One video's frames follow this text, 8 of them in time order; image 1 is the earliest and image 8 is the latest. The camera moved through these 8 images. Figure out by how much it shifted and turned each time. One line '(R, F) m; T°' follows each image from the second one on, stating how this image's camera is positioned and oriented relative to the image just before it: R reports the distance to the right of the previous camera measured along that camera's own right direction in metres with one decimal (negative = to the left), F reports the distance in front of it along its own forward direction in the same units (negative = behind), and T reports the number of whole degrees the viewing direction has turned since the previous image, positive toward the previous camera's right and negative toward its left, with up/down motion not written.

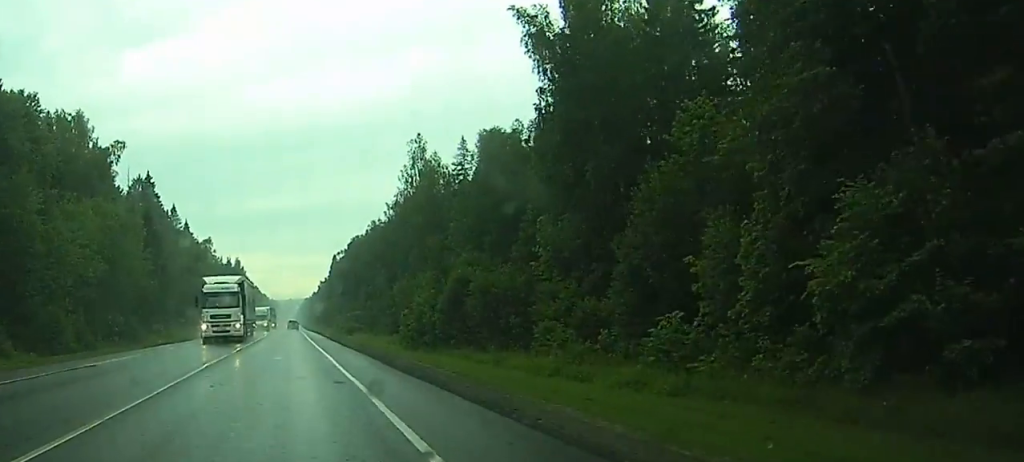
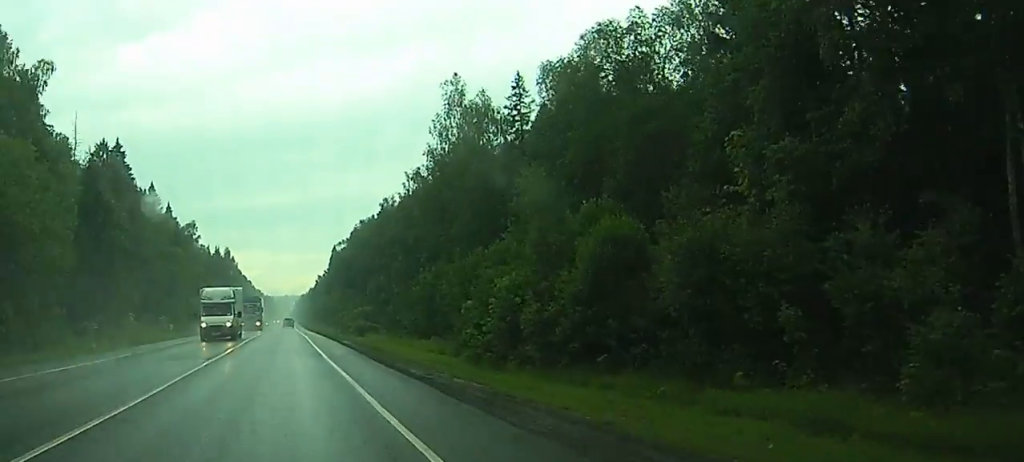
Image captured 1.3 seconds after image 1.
(+0.5, +33.1) m; +1°
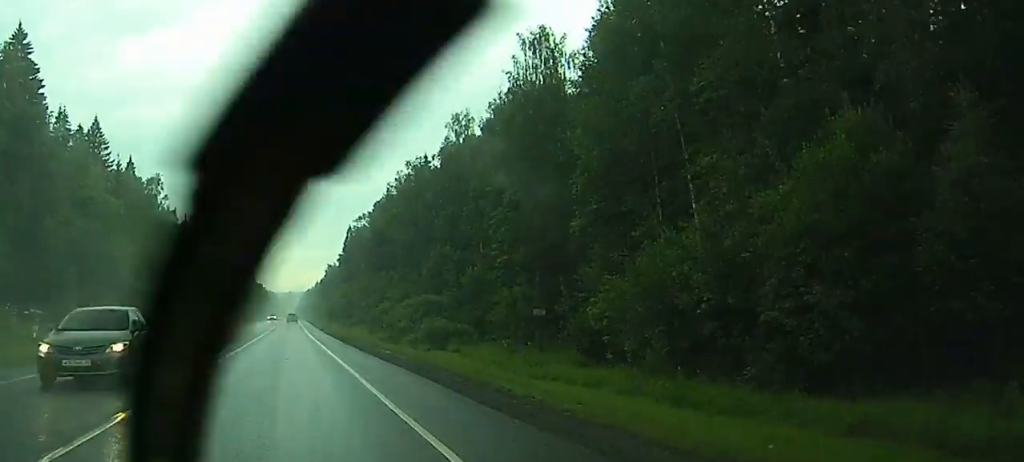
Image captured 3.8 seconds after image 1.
(+0.6, +67.8) m; +1°
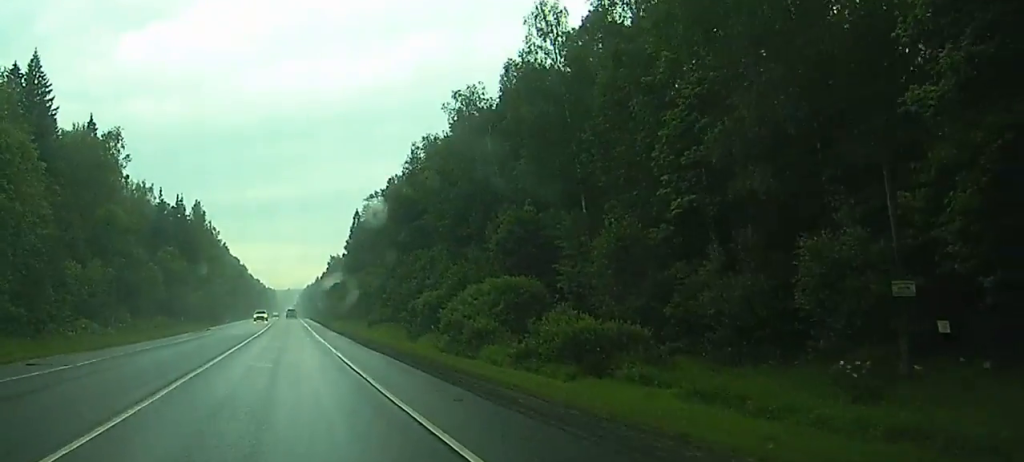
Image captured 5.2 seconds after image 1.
(+0.1, +36.1) m; 0°
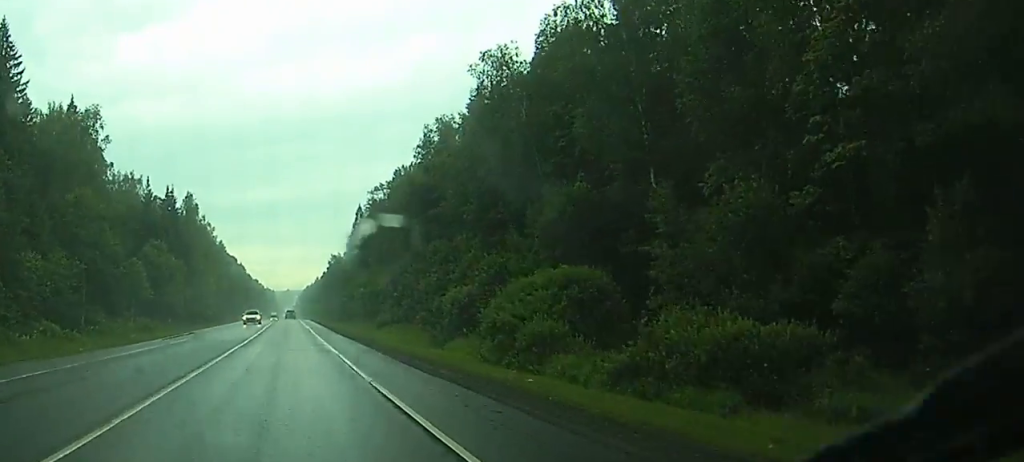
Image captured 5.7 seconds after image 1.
(-0.1, +13.2) m; 0°
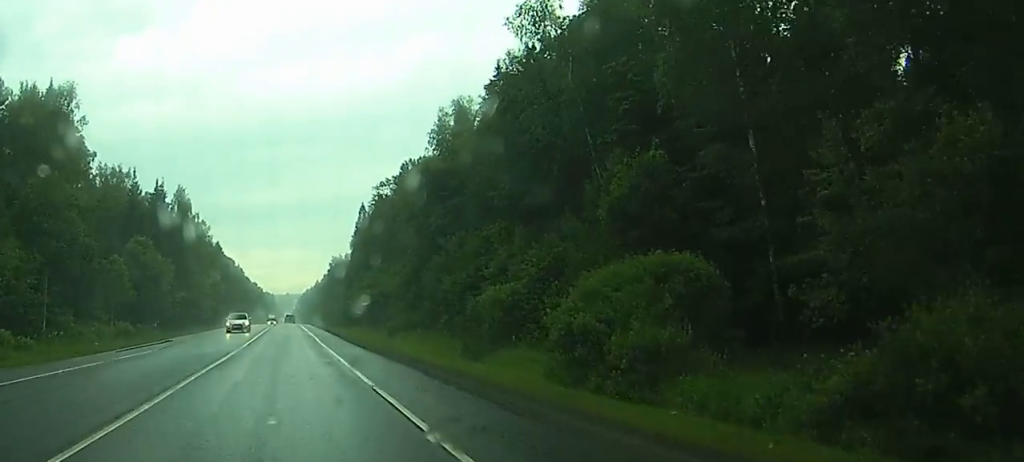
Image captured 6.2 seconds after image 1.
(+0.1, +12.3) m; 0°
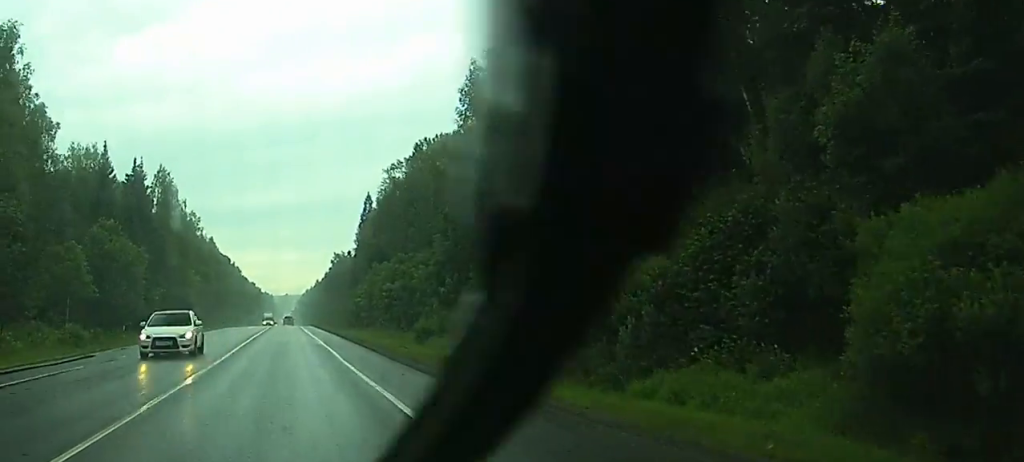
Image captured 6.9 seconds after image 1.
(+0.1, +20.2) m; 0°
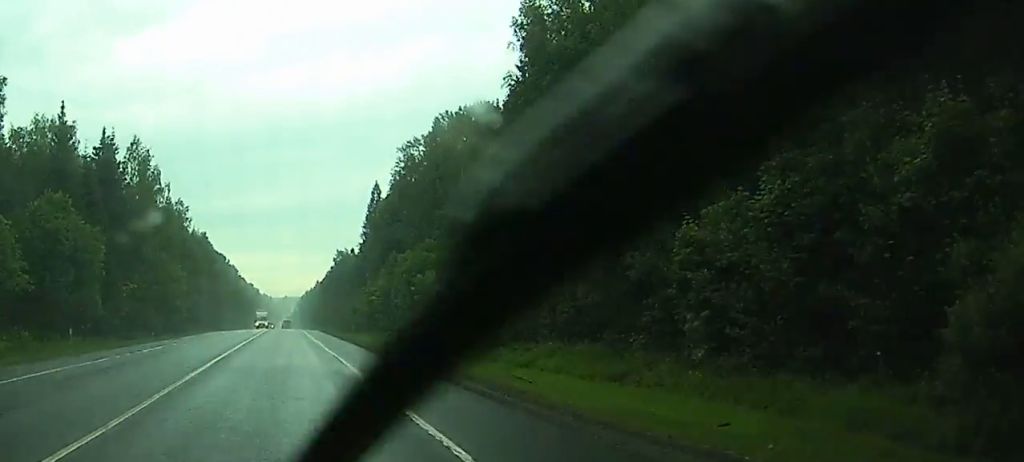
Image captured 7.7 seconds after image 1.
(0.0, +21.1) m; -1°
